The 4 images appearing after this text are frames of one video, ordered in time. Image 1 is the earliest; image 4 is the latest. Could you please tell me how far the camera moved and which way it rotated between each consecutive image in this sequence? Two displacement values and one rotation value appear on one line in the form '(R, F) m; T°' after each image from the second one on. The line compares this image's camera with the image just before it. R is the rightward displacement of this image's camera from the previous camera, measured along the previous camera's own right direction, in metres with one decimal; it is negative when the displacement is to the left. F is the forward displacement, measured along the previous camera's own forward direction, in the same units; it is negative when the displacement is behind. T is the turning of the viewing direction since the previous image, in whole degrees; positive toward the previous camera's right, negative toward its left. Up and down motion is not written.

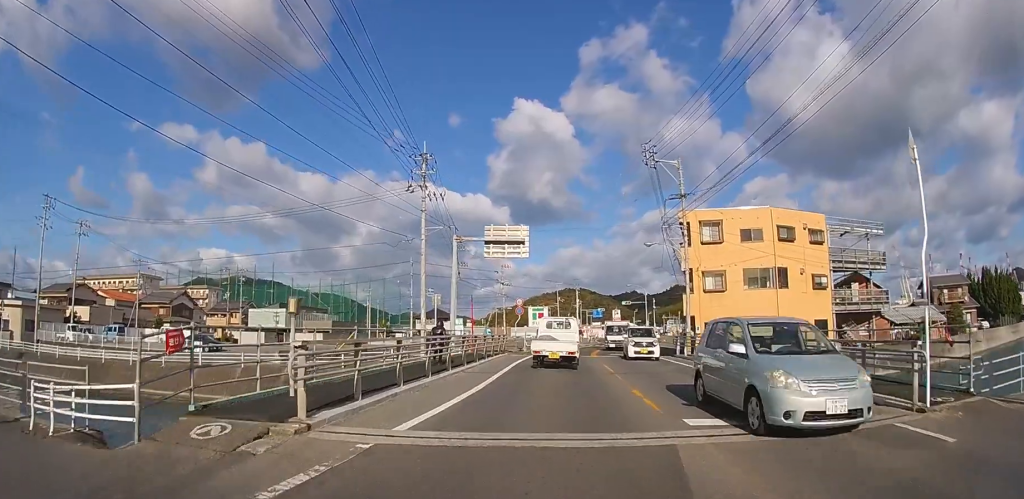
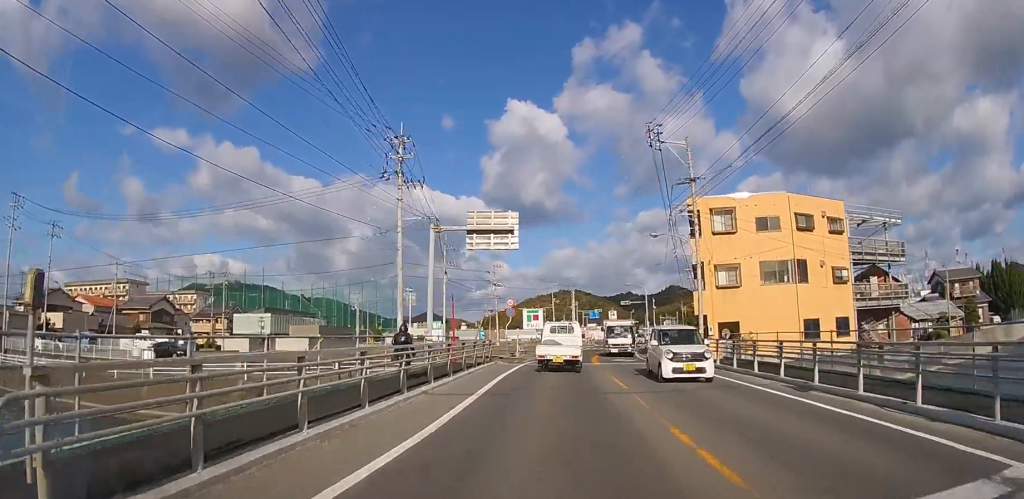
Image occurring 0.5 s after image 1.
(0.0, +3.8) m; +1°
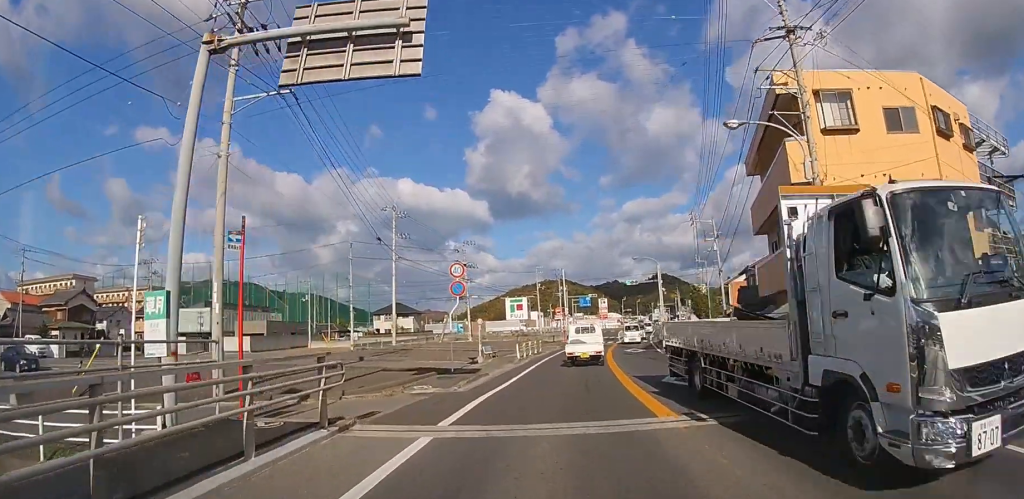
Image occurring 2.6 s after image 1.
(+0.3, +15.3) m; +2°
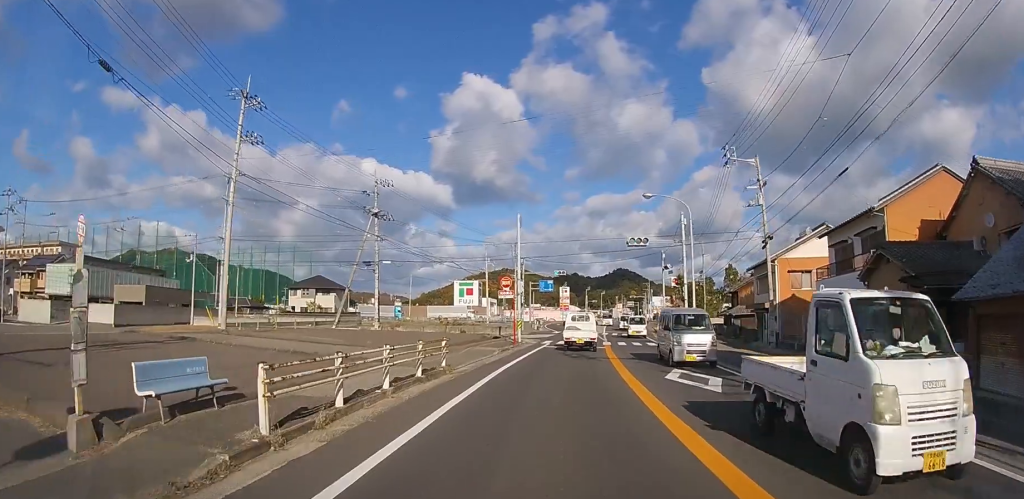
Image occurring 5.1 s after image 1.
(+0.8, +20.7) m; +5°
